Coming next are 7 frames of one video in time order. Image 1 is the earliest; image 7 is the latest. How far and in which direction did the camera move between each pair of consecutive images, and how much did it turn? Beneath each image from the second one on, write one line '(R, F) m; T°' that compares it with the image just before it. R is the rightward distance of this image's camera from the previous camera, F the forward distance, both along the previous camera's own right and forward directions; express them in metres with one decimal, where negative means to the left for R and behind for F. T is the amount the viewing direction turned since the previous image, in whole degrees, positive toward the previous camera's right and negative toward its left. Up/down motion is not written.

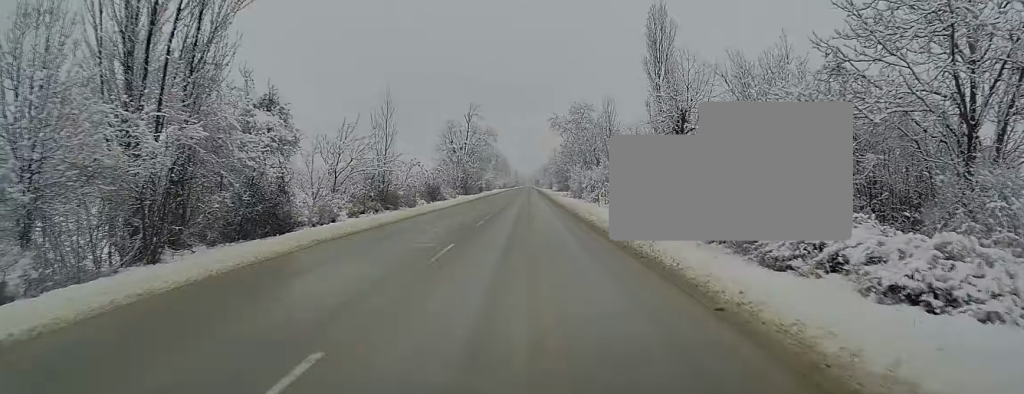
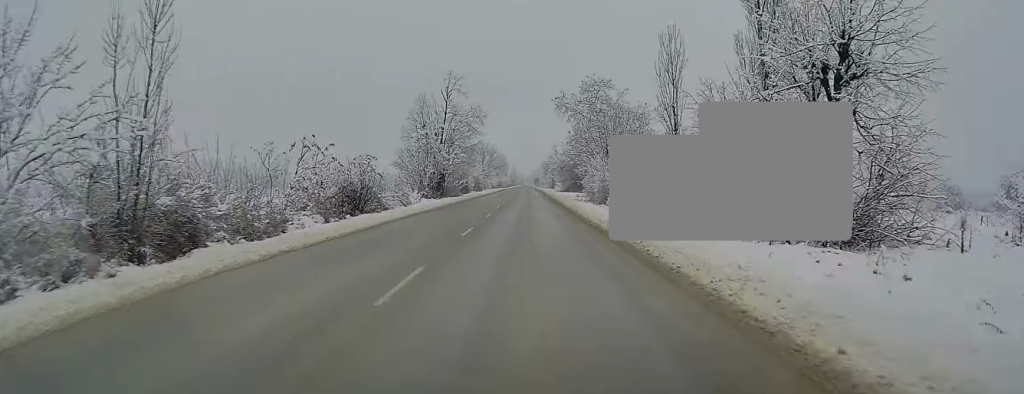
(0.0, +22.2) m; 0°
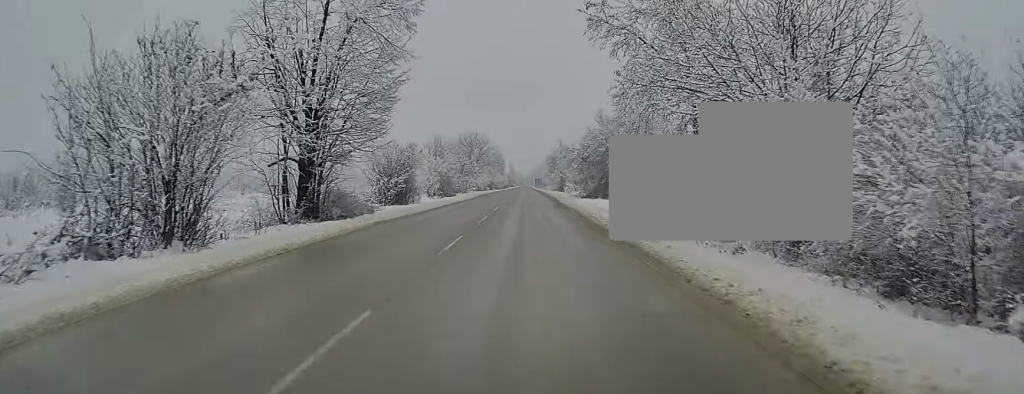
(-0.3, +39.4) m; 0°
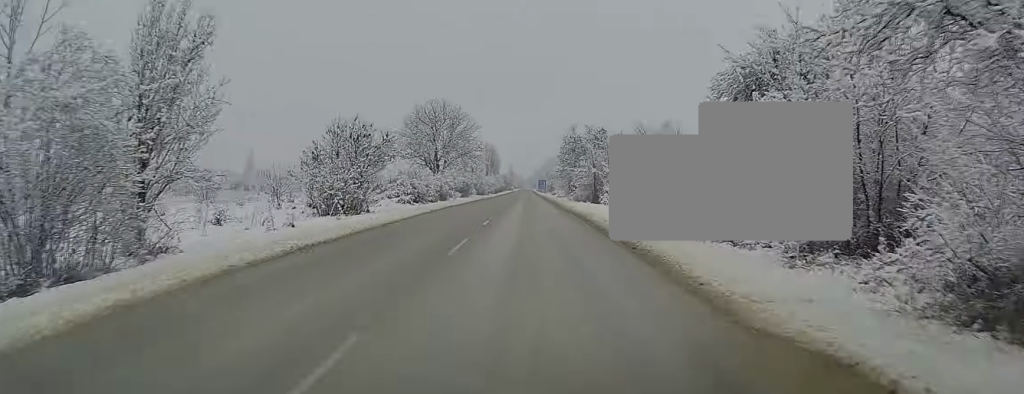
(+0.3, +54.8) m; 0°
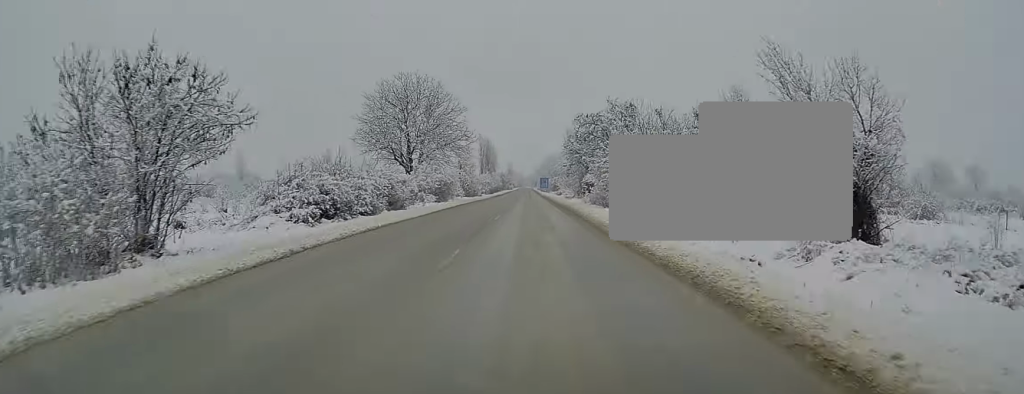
(-0.2, +19.6) m; 0°
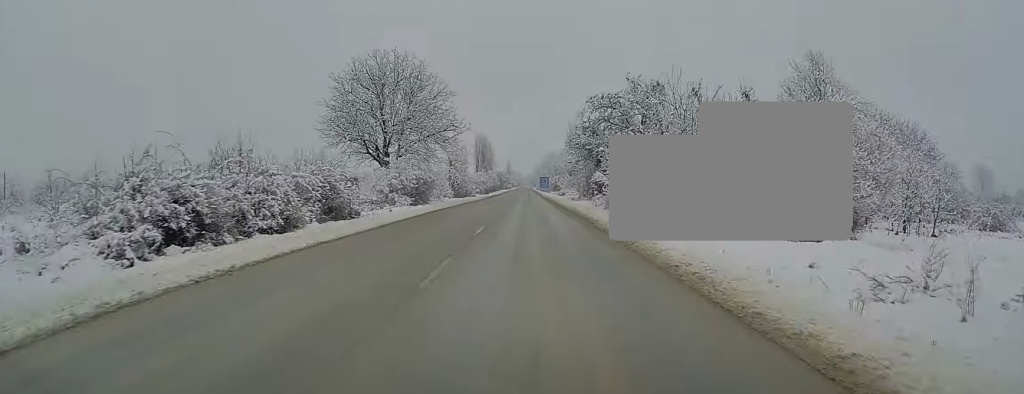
(+0.1, +10.6) m; 0°
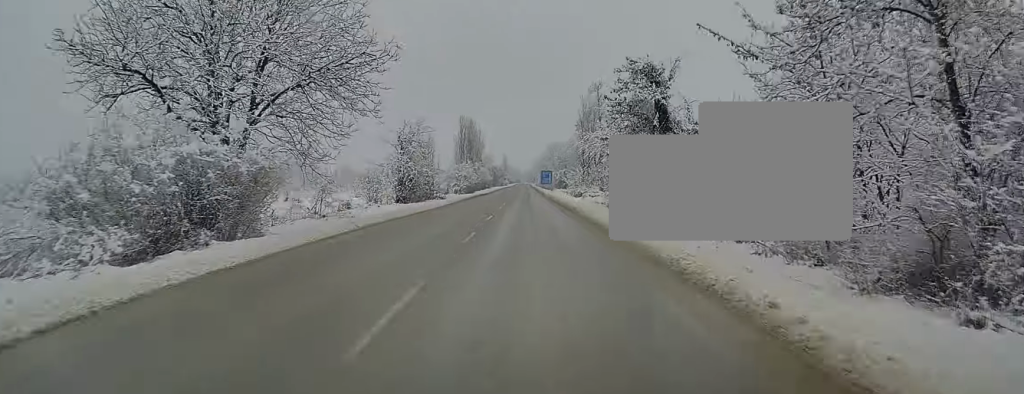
(+0.1, +30.2) m; +1°
